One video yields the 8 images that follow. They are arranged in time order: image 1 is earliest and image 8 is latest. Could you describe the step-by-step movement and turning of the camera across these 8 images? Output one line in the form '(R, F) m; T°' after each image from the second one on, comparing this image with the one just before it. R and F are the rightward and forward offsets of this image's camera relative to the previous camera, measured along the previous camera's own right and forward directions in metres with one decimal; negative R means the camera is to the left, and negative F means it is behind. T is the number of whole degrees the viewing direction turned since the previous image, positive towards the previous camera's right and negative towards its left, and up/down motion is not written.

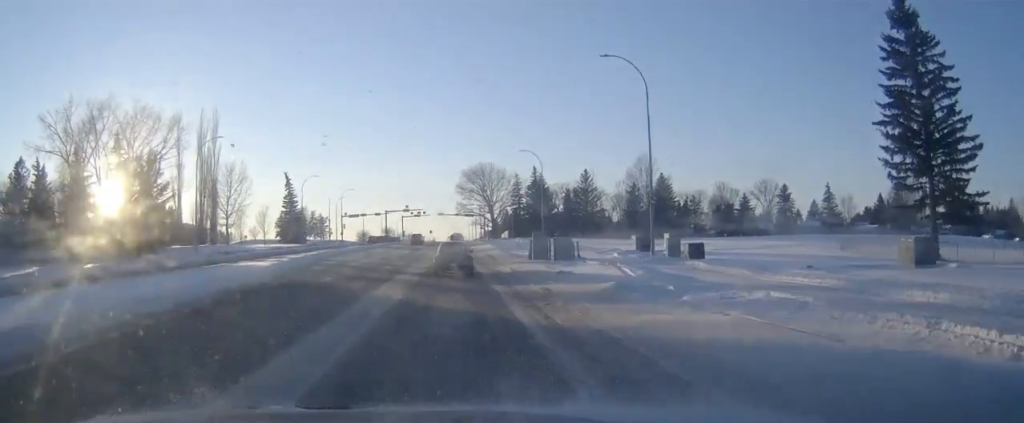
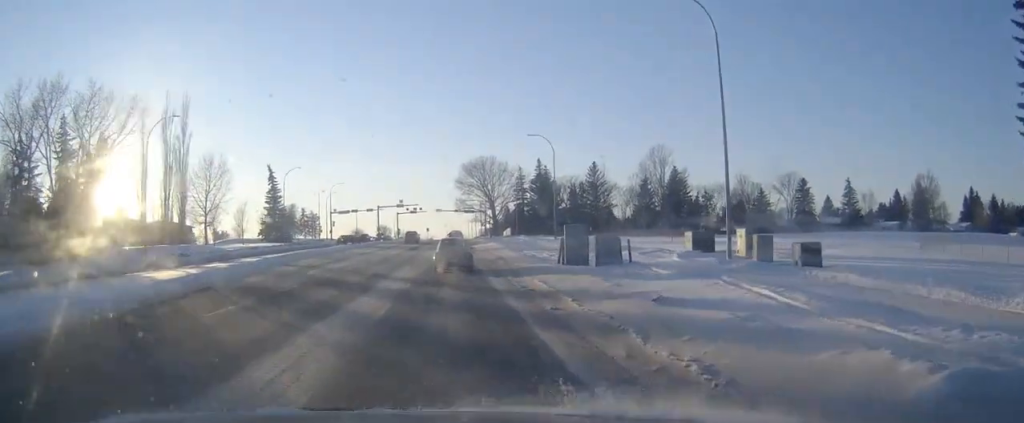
(0.0, +12.5) m; 0°
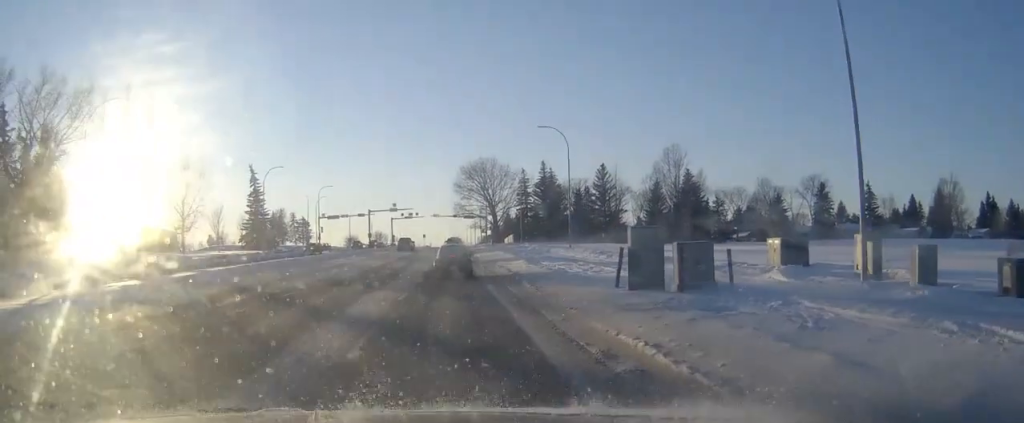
(0.0, +11.2) m; +1°
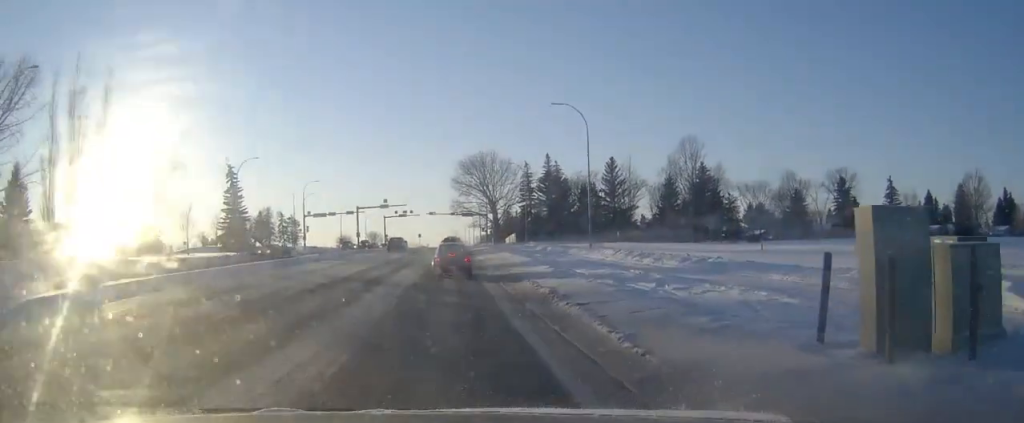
(+0.1, +11.4) m; 0°
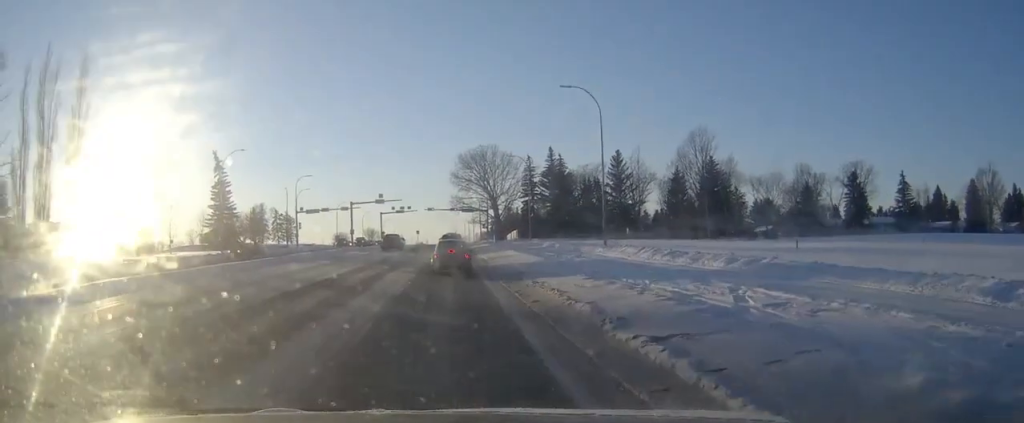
(0.0, +5.4) m; 0°
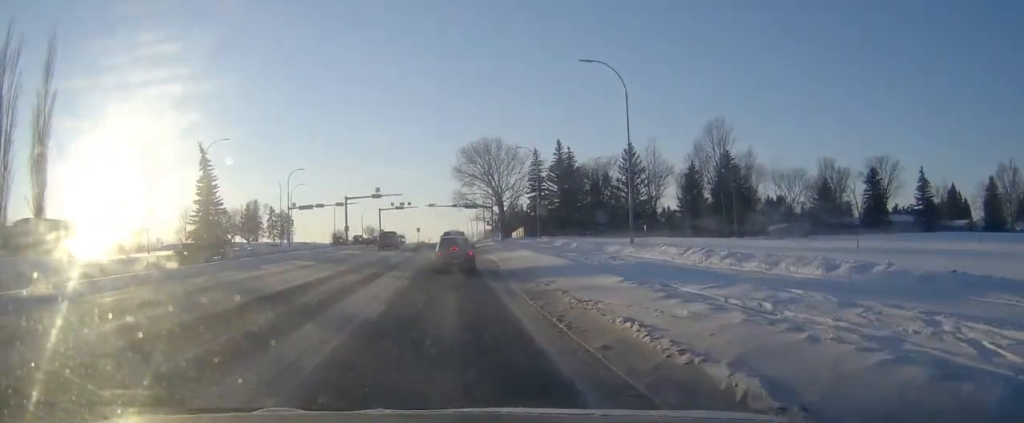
(0.0, +7.0) m; 0°
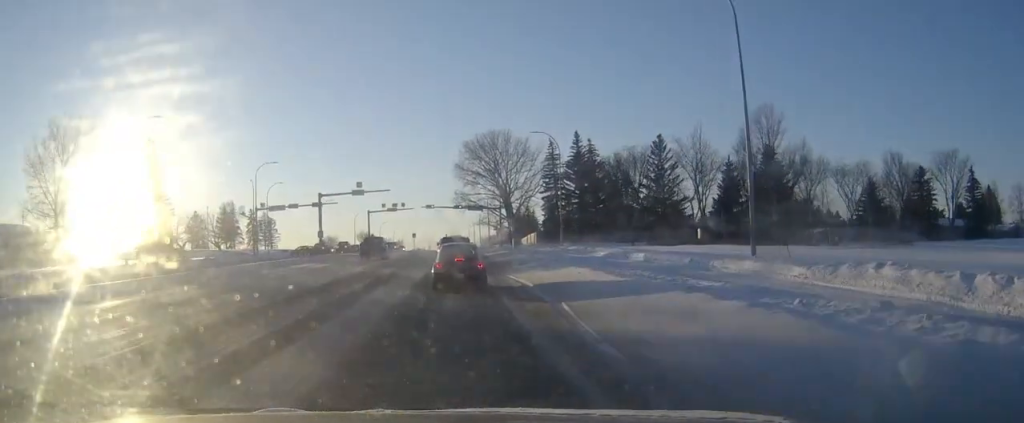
(-0.1, +17.5) m; 0°
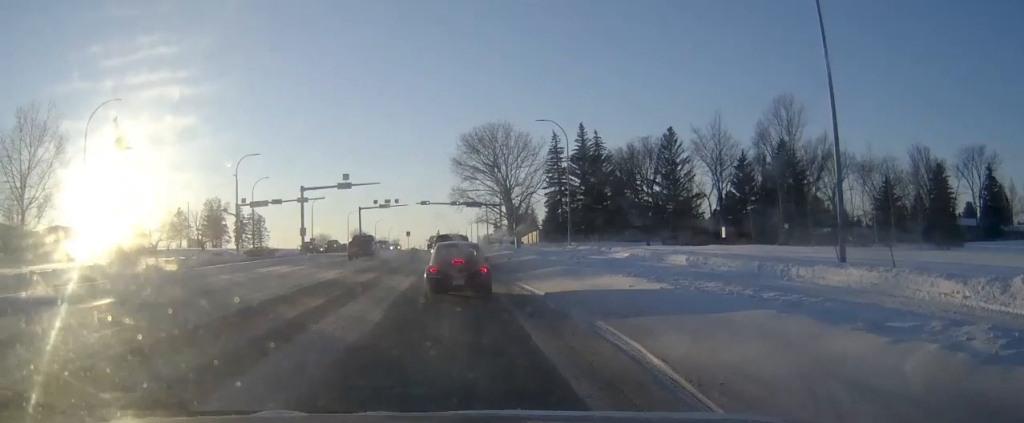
(+0.1, +6.2) m; +1°
